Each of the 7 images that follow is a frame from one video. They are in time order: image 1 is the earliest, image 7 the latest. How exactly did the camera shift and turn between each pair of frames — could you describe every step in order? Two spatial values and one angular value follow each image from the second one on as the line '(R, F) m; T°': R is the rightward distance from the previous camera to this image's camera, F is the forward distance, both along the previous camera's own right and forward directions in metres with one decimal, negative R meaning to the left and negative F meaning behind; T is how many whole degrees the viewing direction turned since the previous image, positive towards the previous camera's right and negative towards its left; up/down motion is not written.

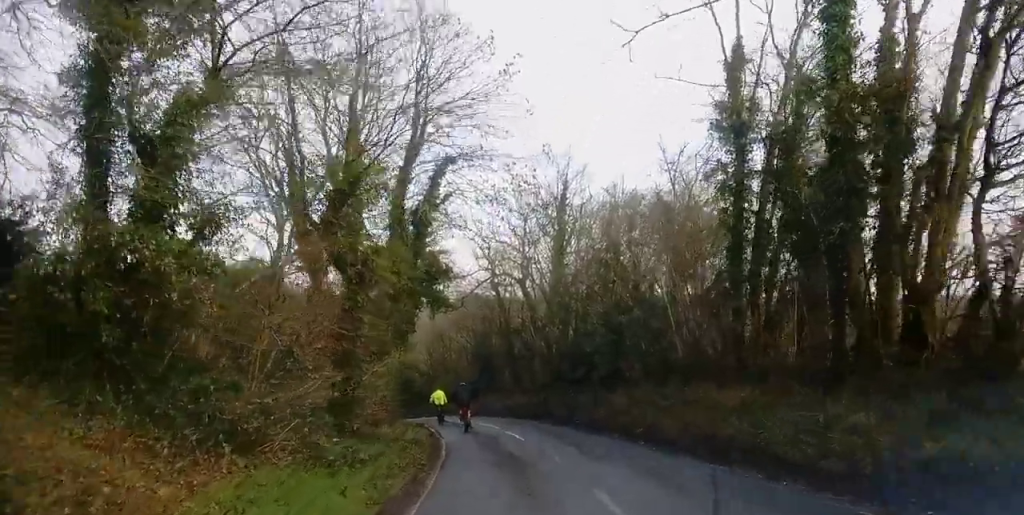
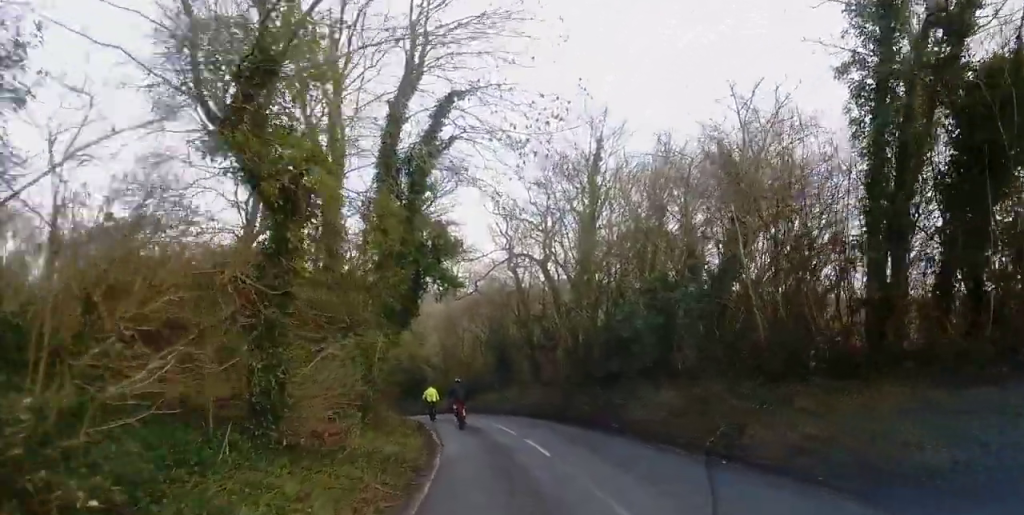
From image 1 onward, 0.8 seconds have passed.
(-0.3, +5.7) m; -6°
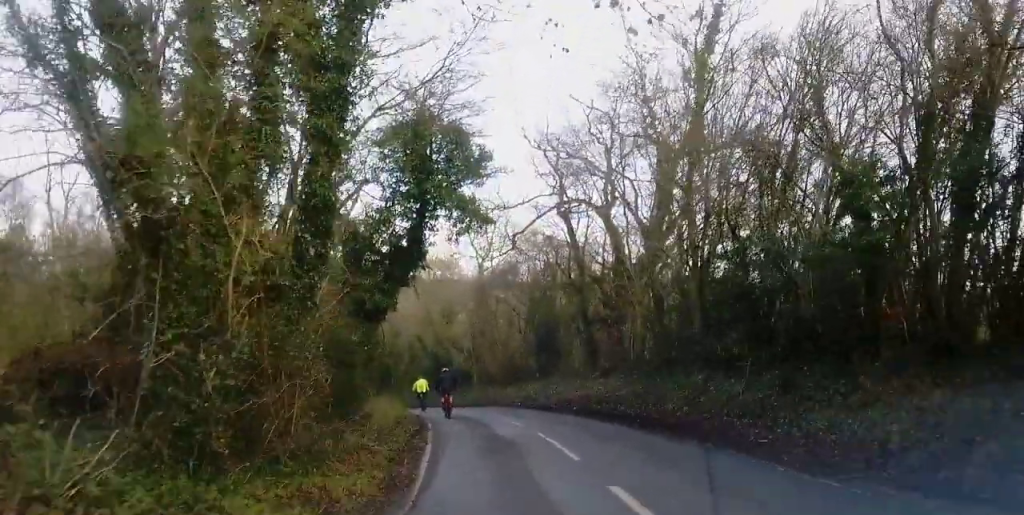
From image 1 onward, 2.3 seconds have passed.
(-0.5, +10.9) m; +1°
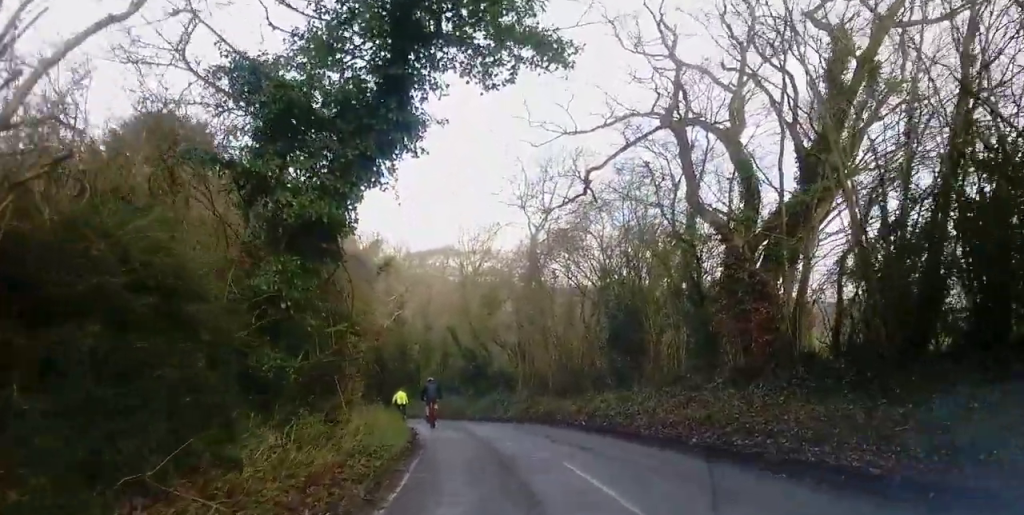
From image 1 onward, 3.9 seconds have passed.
(+0.6, +12.4) m; -2°
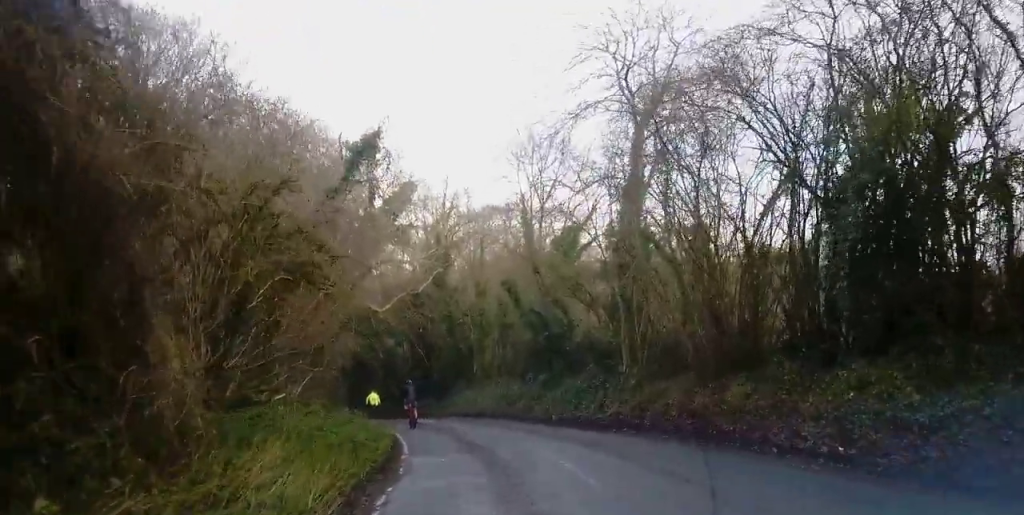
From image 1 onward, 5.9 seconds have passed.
(-1.1, +15.1) m; -3°
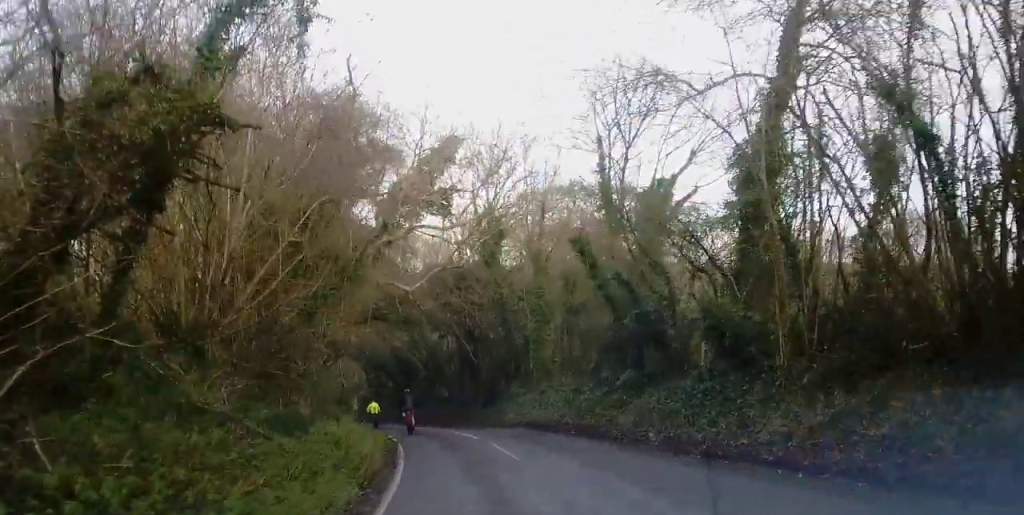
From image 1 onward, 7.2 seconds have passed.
(-0.3, +9.2) m; -5°
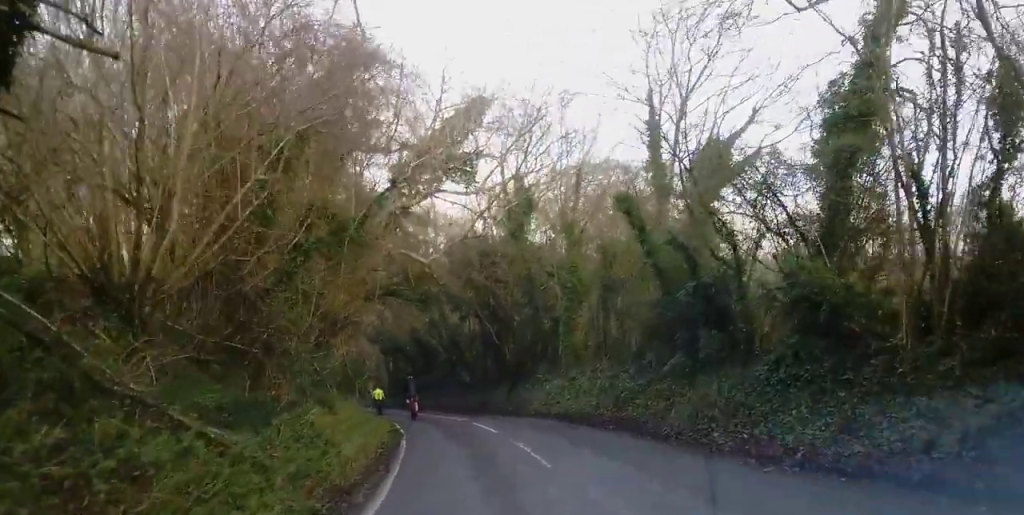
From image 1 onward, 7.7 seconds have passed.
(0.0, +3.6) m; -3°
